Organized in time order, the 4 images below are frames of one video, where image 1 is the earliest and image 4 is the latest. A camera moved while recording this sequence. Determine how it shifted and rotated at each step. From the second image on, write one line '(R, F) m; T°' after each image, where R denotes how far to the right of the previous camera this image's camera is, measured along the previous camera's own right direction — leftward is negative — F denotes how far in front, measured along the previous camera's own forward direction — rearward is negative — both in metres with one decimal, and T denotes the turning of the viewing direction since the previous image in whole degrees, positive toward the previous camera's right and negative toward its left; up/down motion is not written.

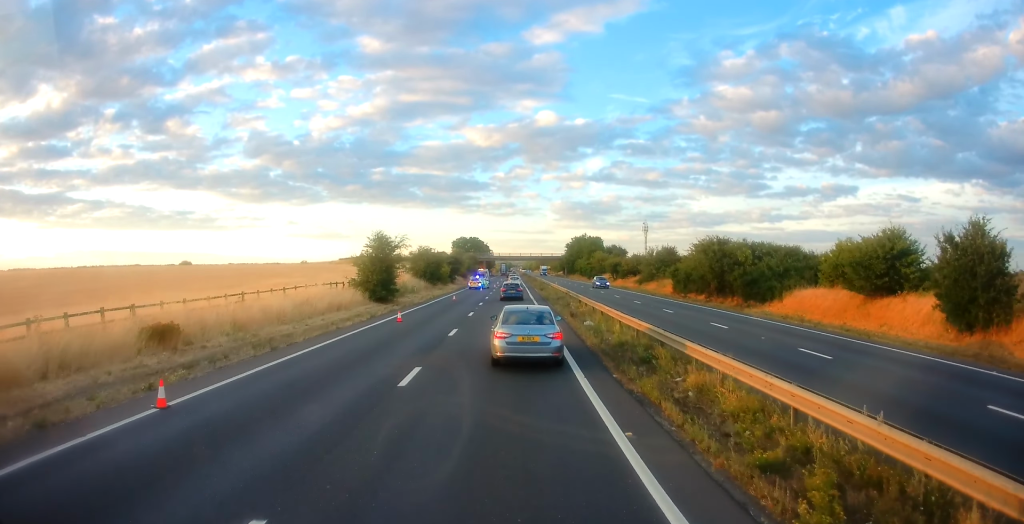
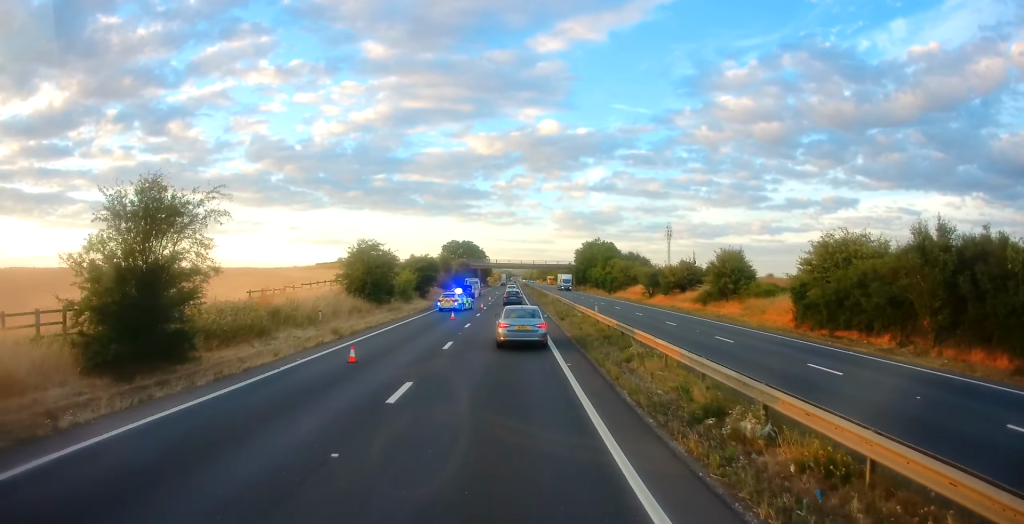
(+0.2, +27.8) m; -1°
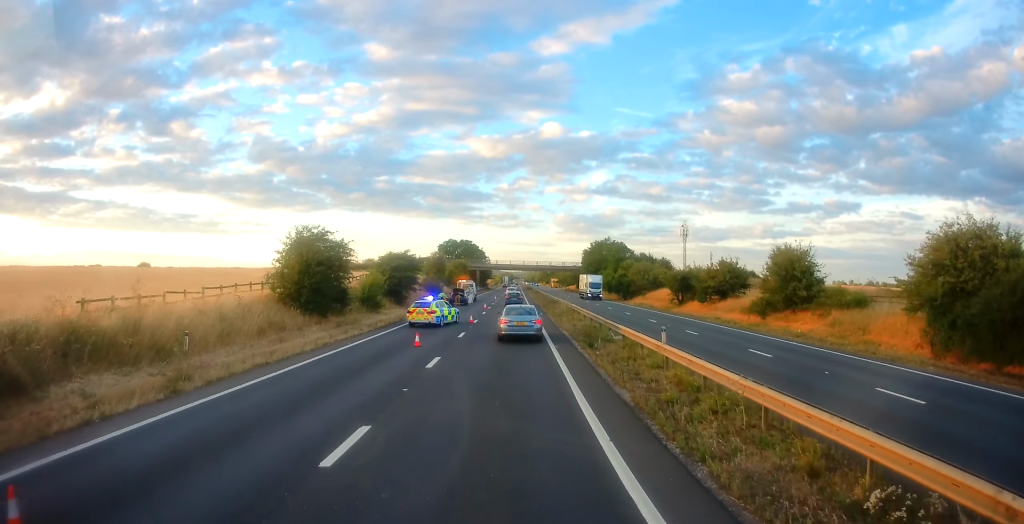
(-0.1, +13.0) m; +1°
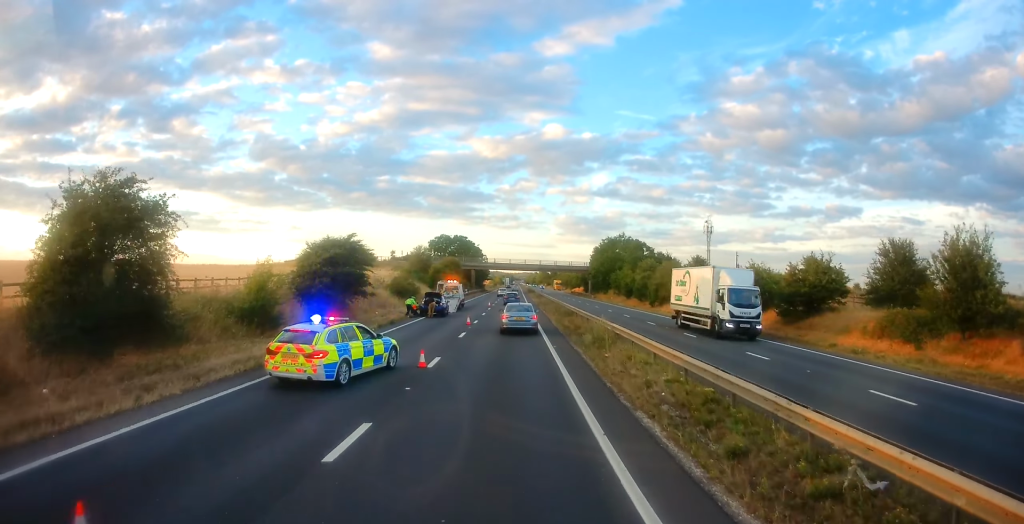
(+0.5, +18.0) m; +1°
